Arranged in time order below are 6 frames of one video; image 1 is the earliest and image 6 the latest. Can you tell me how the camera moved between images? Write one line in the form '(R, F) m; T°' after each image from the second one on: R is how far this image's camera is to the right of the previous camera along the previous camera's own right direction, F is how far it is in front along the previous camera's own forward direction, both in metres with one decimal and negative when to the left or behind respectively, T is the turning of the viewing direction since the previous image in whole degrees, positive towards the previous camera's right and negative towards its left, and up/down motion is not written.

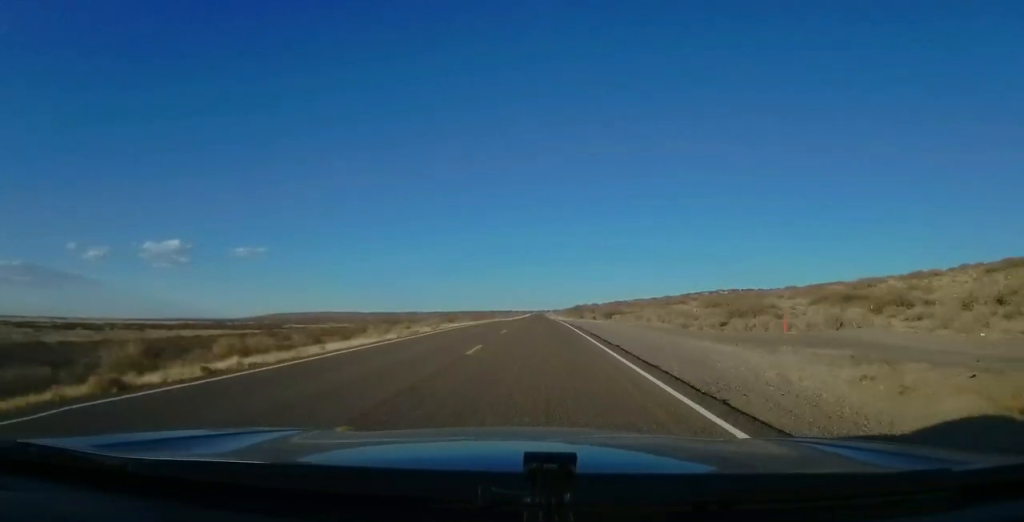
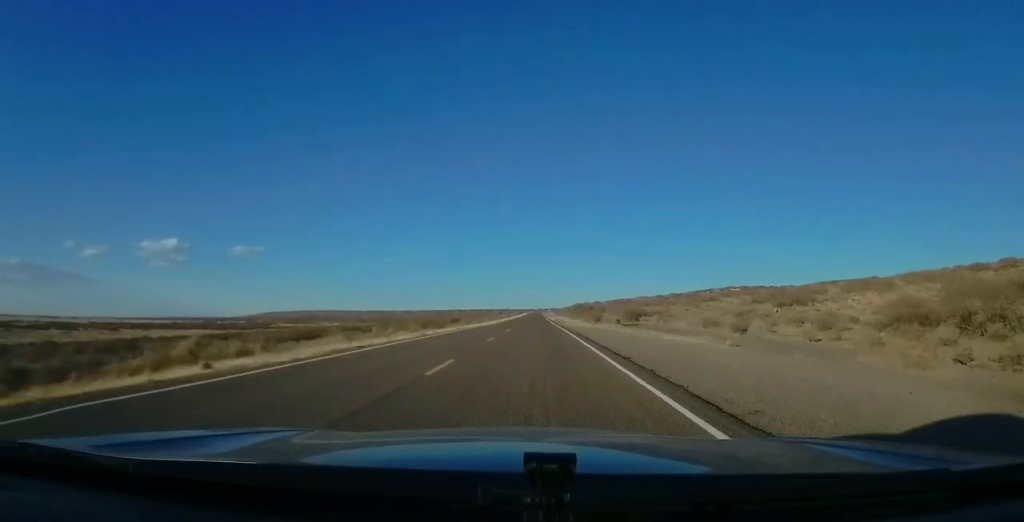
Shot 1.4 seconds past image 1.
(+0.4, +41.1) m; +1°
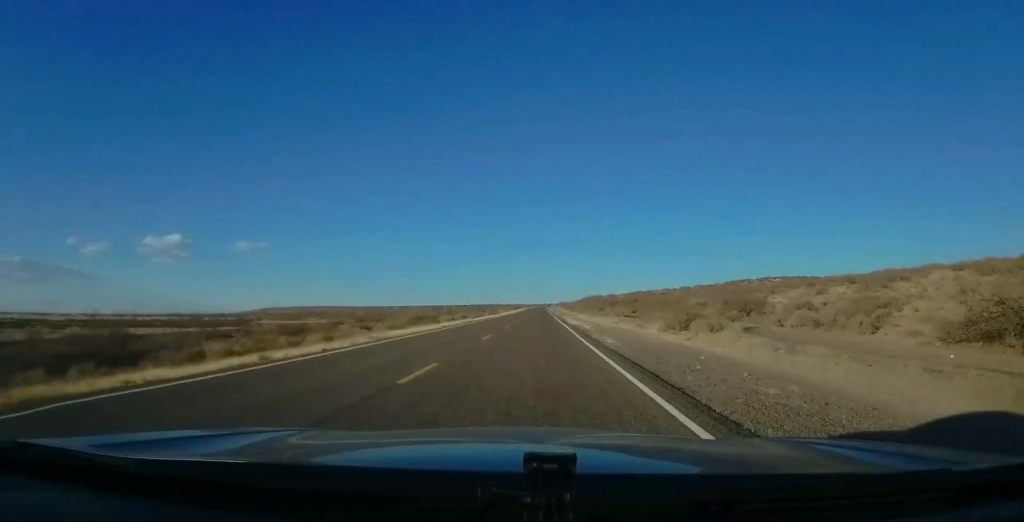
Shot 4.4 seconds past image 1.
(-0.7, +87.2) m; -1°
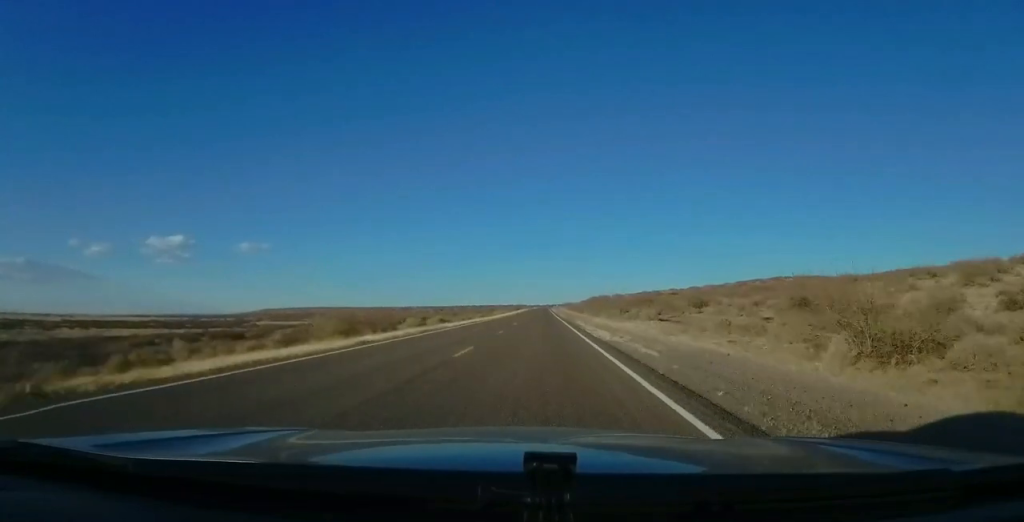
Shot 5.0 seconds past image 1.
(+0.1, +19.6) m; +1°
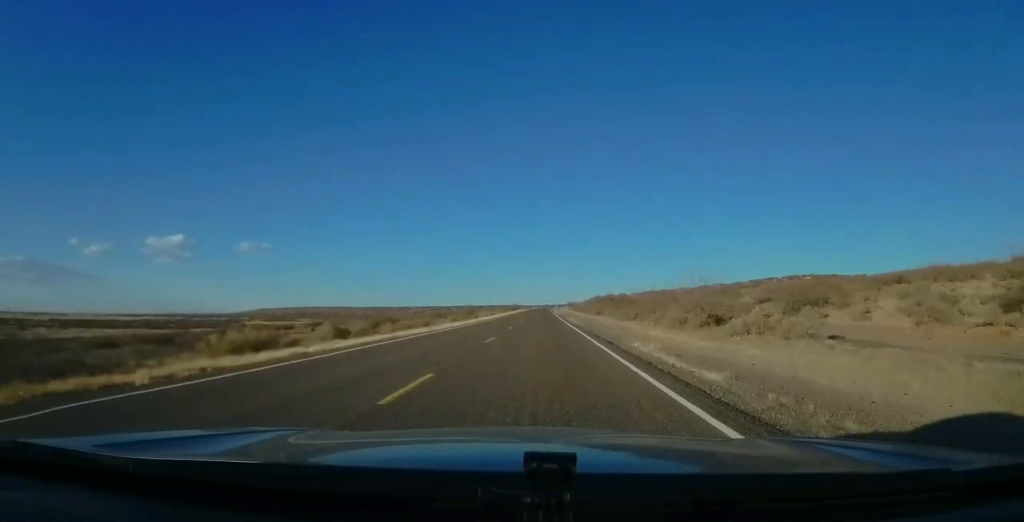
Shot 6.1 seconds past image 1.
(+0.4, +31.3) m; +1°
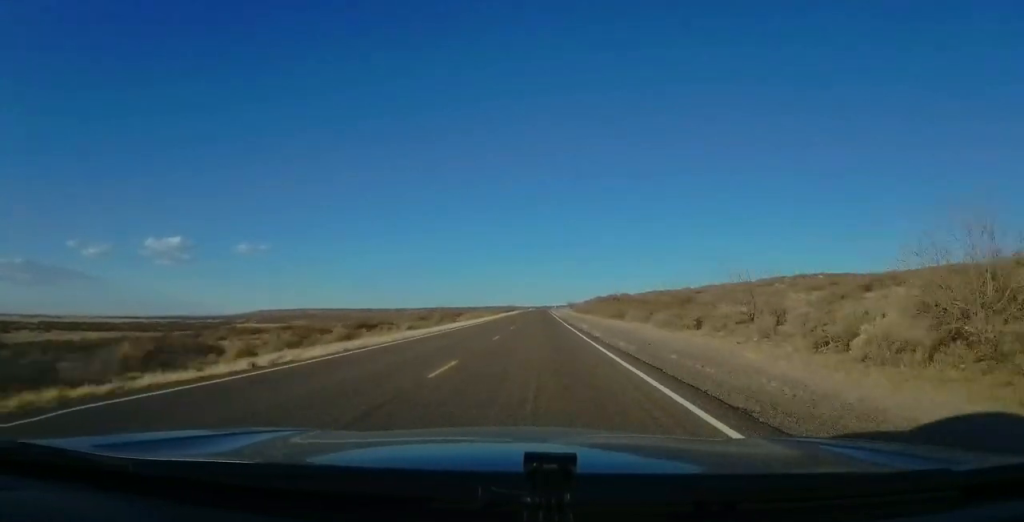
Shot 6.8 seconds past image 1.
(+0.2, +21.5) m; 0°
